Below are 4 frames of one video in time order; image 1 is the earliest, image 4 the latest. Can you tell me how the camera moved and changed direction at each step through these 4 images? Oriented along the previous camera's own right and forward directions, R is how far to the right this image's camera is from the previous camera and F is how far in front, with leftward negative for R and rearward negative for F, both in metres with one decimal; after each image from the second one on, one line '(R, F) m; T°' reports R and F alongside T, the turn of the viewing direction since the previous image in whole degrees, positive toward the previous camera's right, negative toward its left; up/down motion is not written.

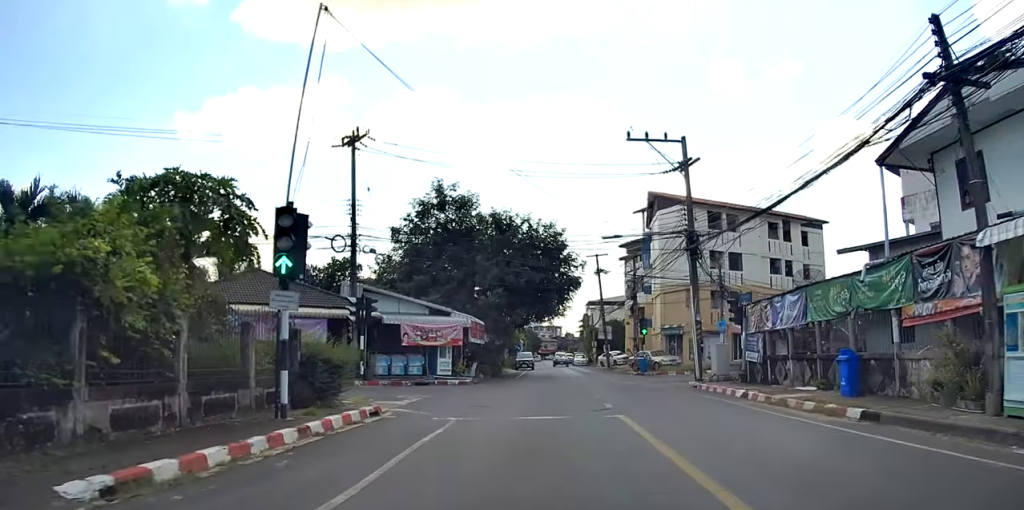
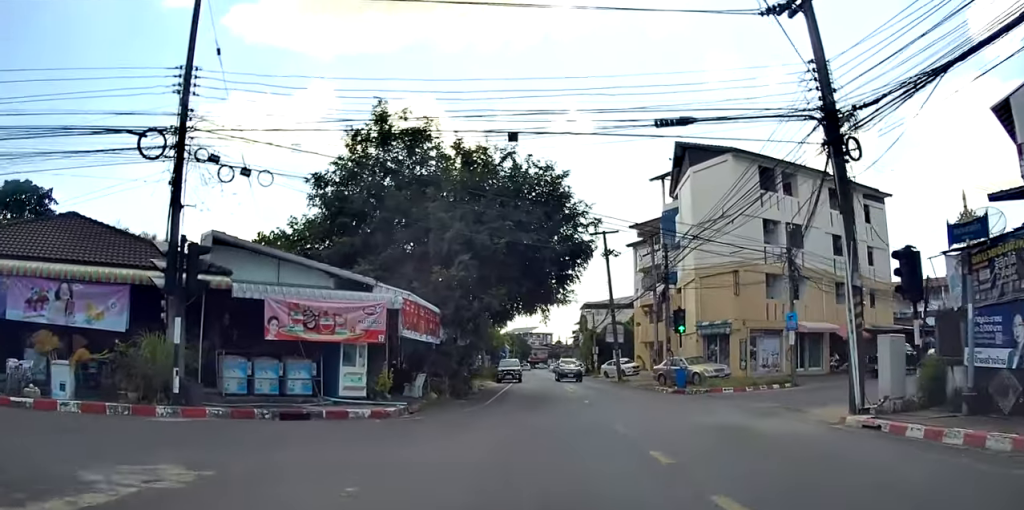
(+1.0, +14.0) m; +5°
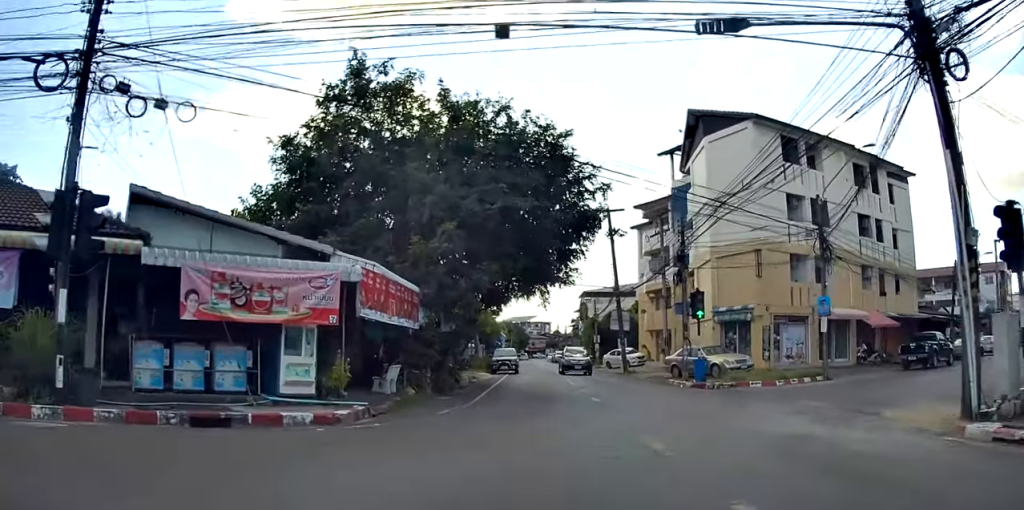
(+0.3, +3.8) m; 0°
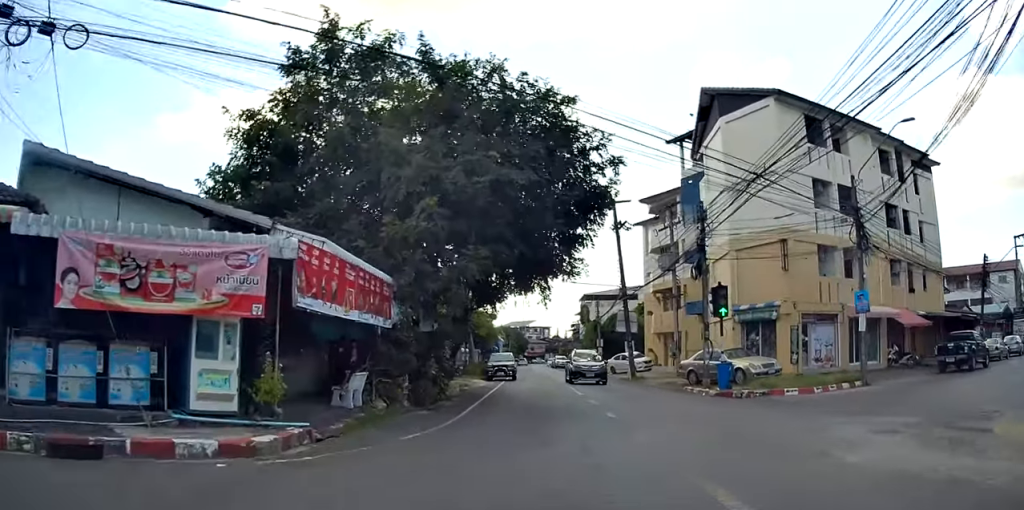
(-0.3, +3.6) m; -2°
